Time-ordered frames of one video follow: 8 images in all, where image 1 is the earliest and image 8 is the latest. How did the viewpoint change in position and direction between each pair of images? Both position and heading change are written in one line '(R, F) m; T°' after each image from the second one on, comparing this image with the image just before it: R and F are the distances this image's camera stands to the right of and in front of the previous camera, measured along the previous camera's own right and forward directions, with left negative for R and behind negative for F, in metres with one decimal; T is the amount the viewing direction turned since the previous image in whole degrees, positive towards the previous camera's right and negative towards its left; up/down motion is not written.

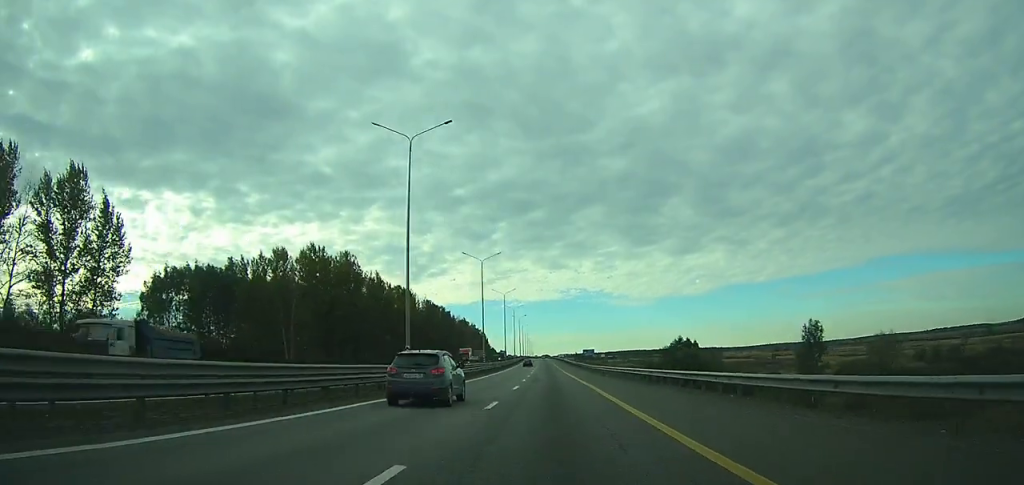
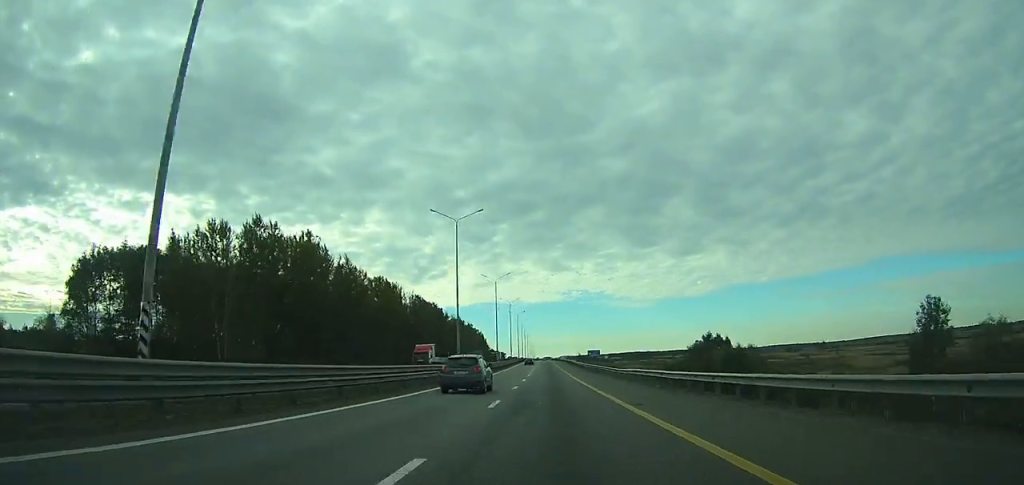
(0.0, +23.8) m; 0°
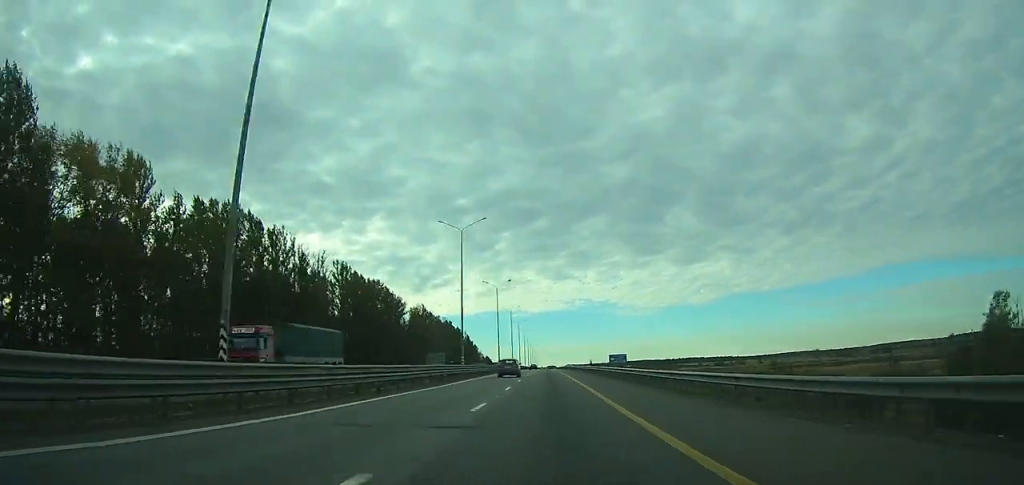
(-0.3, +85.3) m; 0°
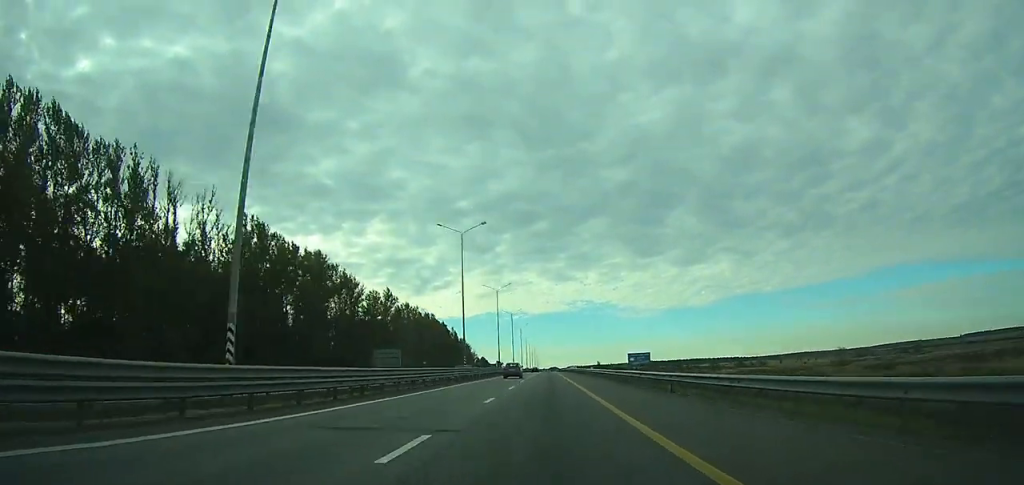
(0.0, +42.4) m; 0°
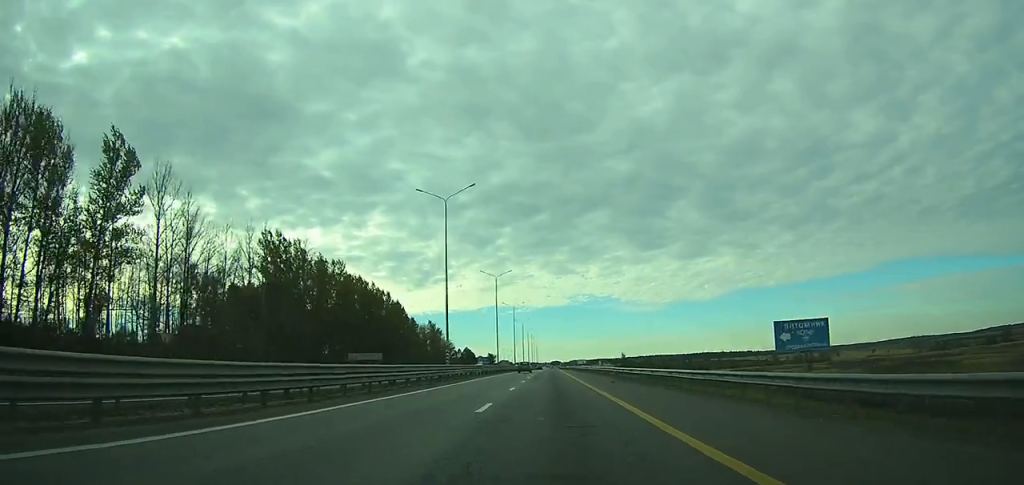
(-0.3, +94.9) m; 0°
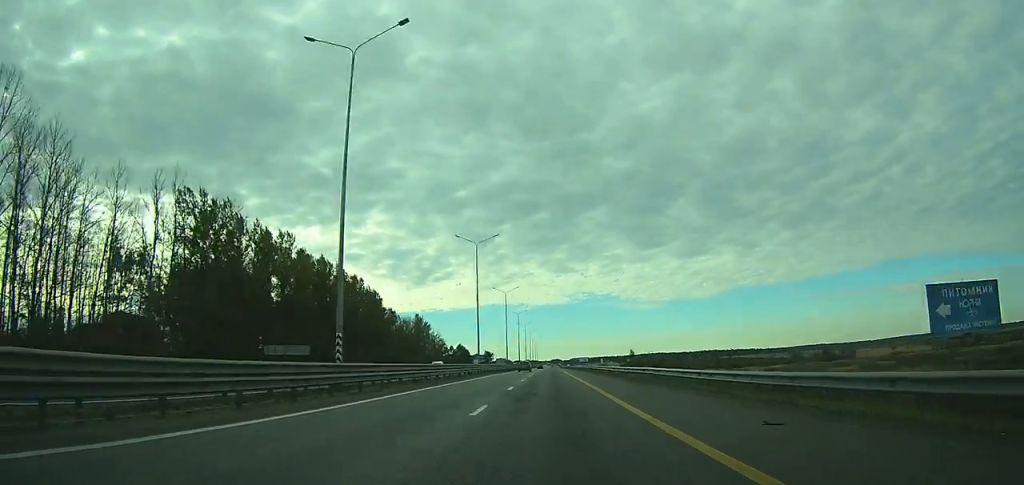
(0.0, +23.4) m; 0°
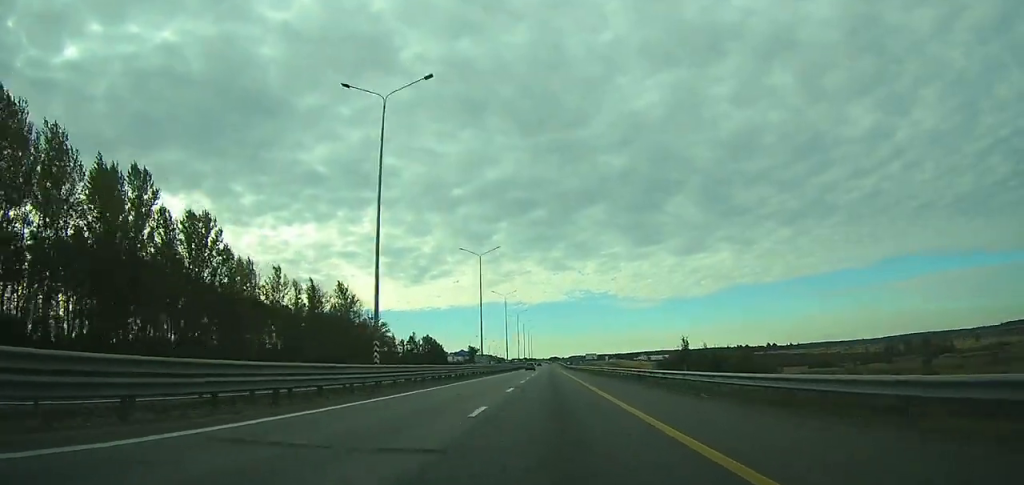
(0.0, +80.3) m; 0°
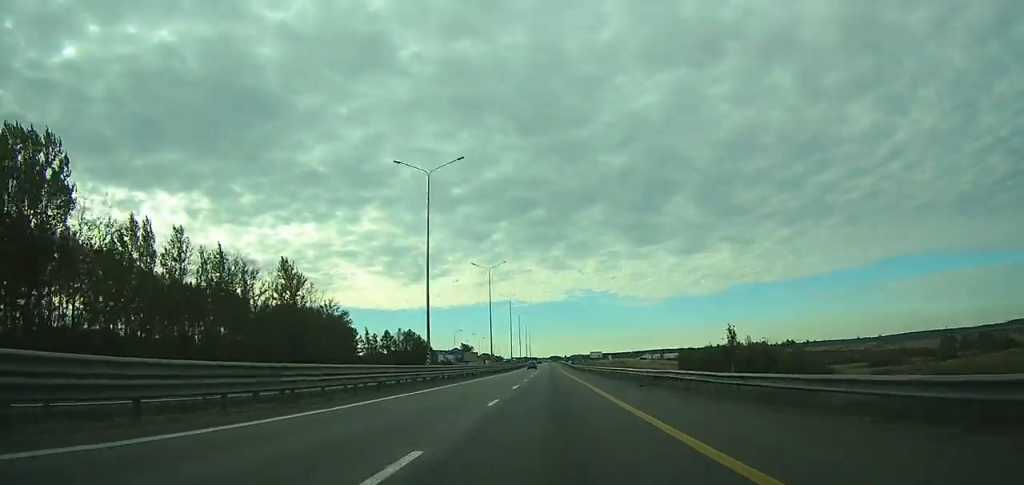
(0.0, +32.2) m; 0°
